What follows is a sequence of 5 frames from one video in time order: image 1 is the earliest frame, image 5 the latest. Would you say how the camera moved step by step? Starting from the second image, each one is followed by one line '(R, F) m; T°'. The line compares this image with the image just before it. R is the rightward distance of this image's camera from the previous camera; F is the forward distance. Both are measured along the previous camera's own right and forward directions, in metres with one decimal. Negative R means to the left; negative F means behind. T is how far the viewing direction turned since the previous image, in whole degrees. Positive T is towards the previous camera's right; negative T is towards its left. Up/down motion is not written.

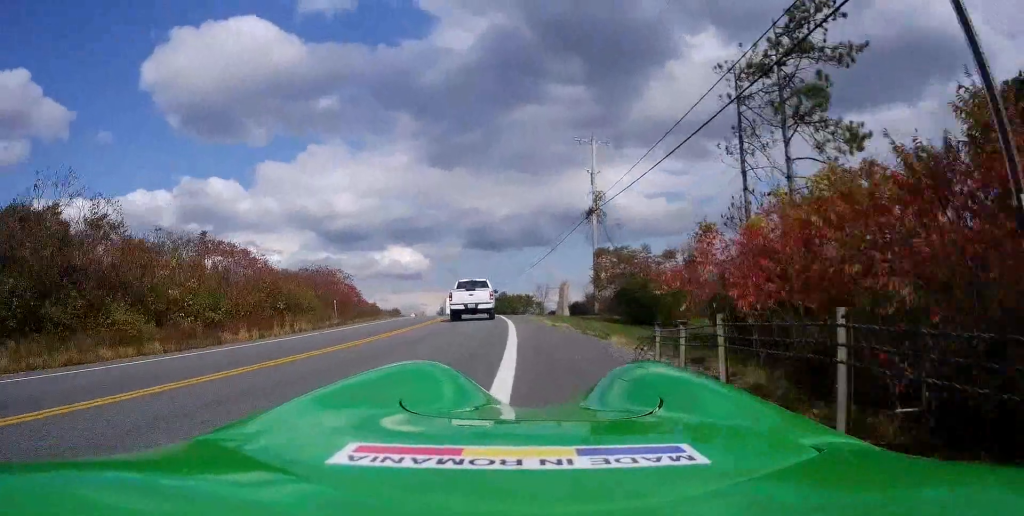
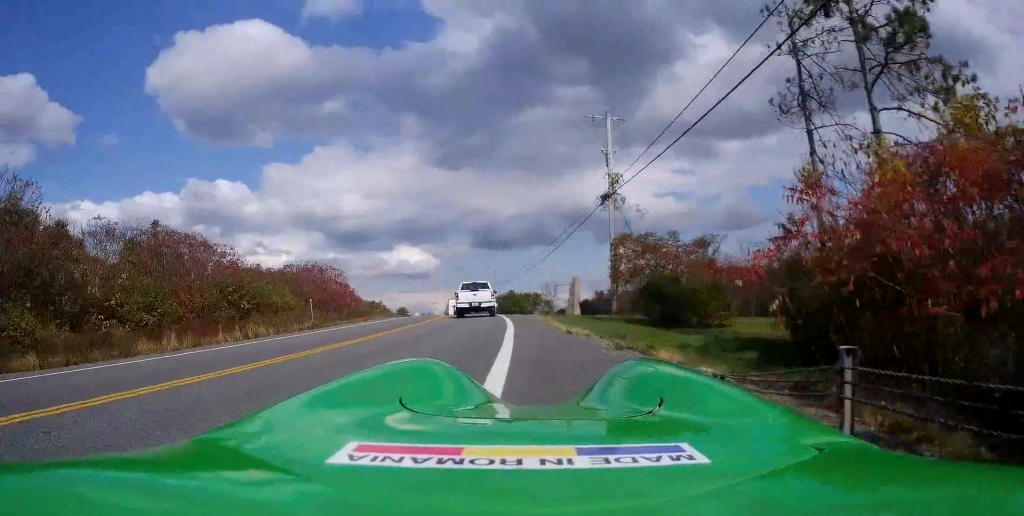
(-0.1, +5.0) m; 0°
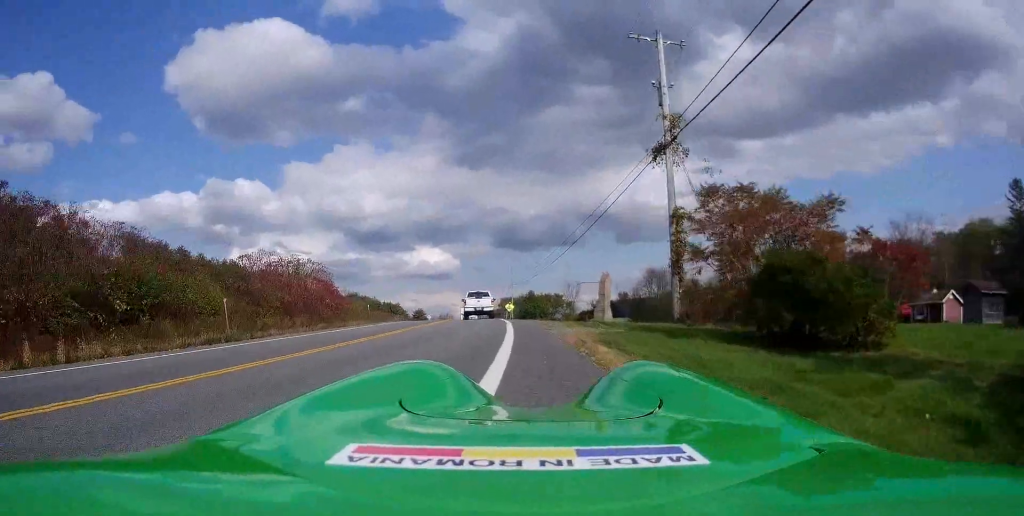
(+0.3, +11.0) m; +1°
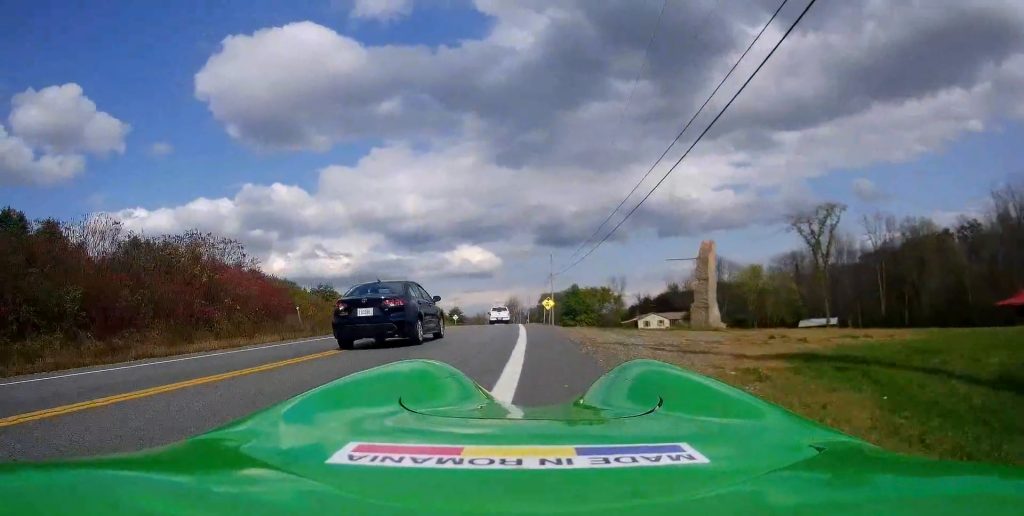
(-1.0, +20.2) m; -6°
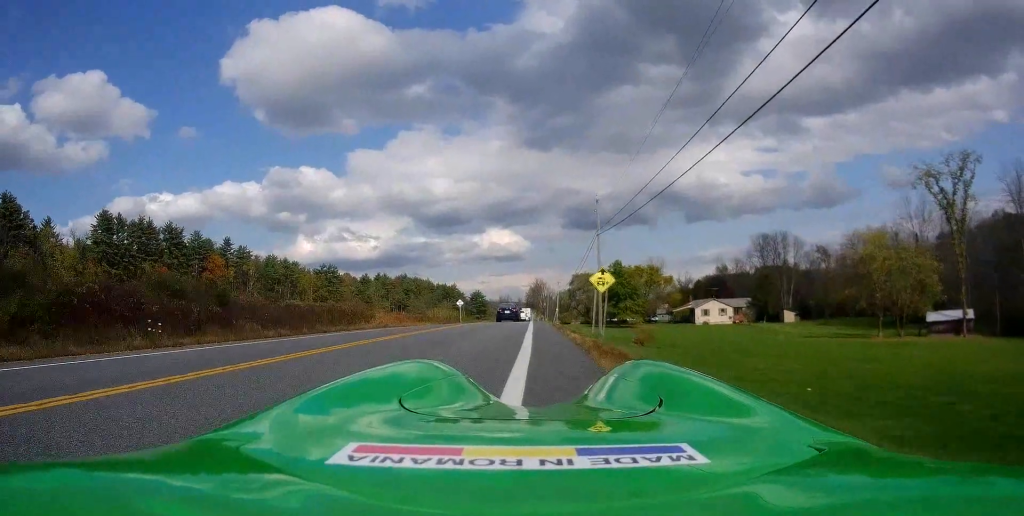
(-1.4, +30.2) m; -2°
